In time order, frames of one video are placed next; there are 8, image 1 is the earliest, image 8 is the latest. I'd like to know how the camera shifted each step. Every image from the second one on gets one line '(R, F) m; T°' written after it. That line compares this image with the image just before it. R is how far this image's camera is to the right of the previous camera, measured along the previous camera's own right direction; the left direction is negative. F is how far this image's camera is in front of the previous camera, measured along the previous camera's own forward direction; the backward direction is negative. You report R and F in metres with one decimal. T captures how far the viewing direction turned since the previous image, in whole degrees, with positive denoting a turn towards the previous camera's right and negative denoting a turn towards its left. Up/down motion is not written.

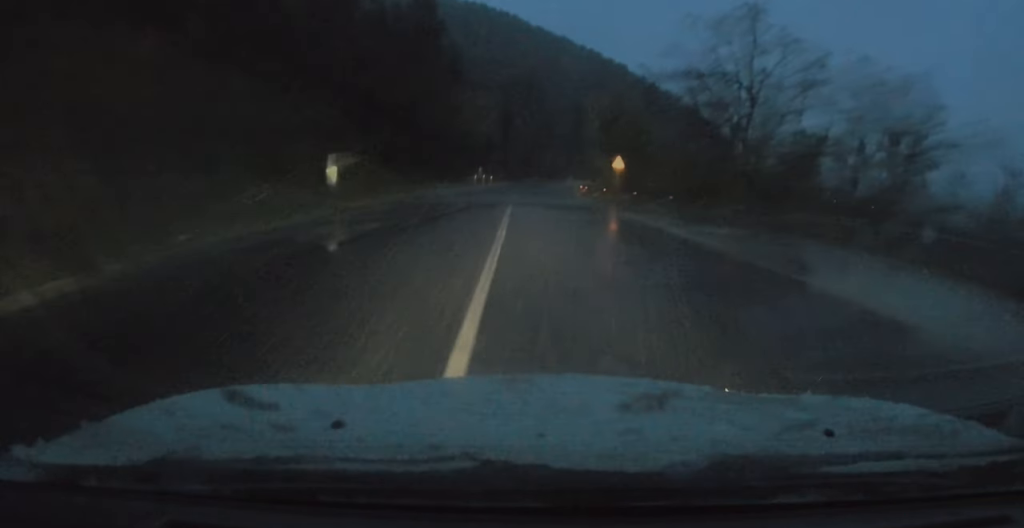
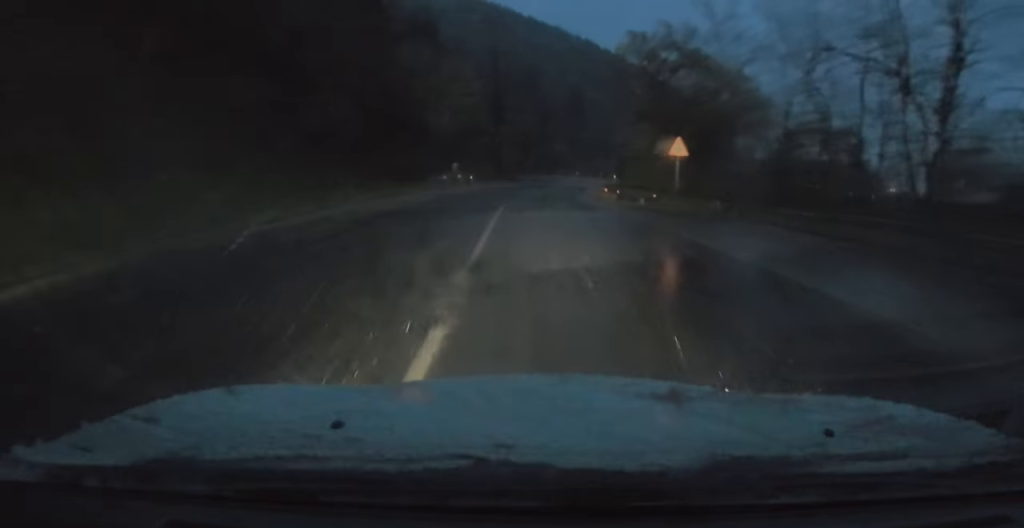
(+0.4, +19.9) m; +4°
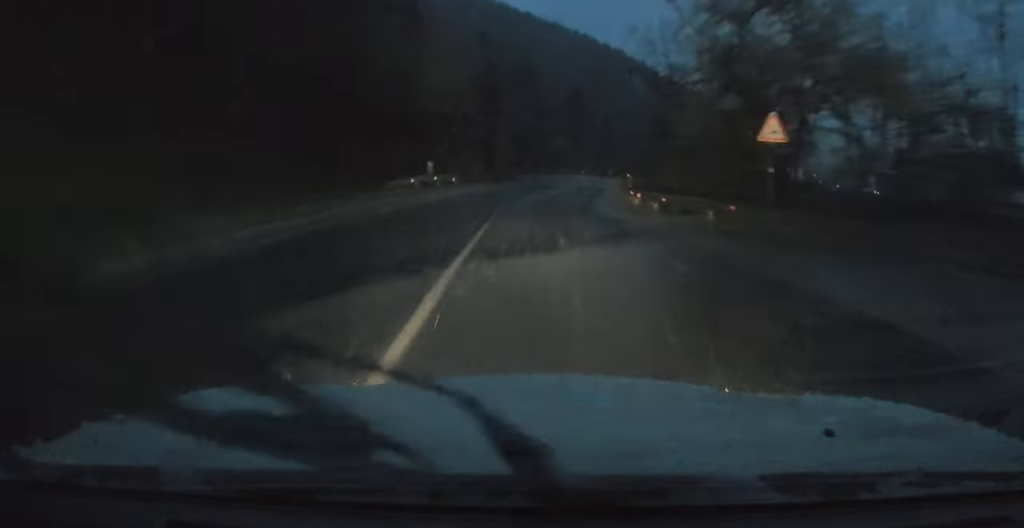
(+0.3, +10.7) m; +2°
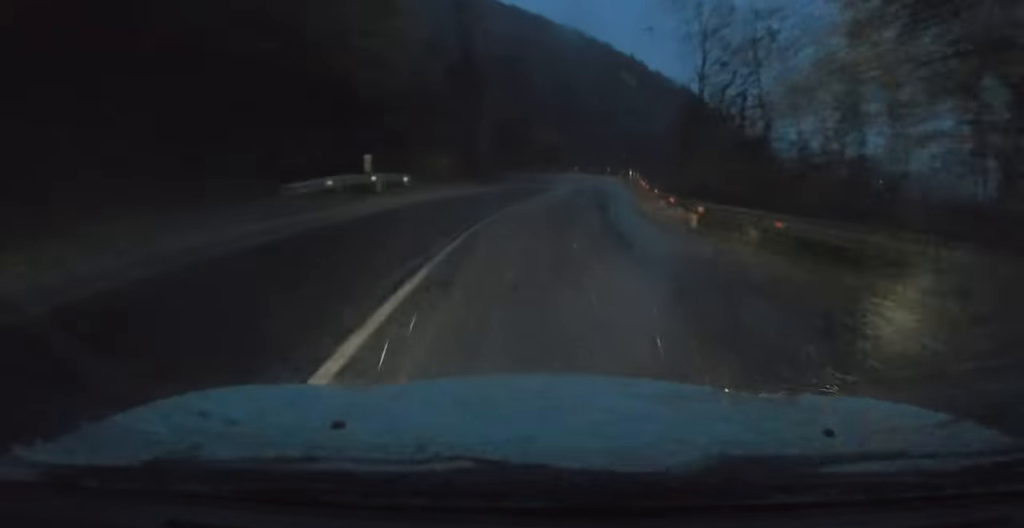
(+0.2, +10.5) m; +3°
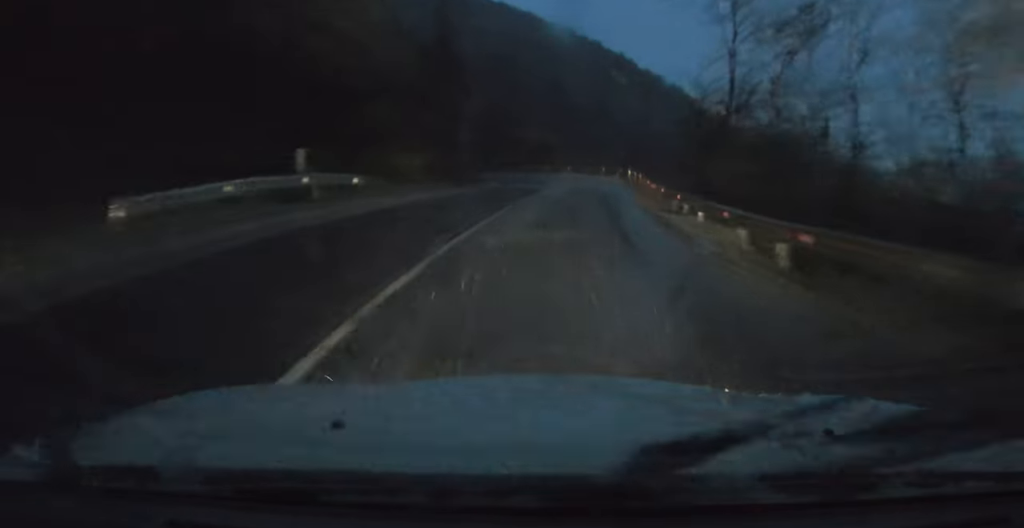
(0.0, +5.9) m; +2°
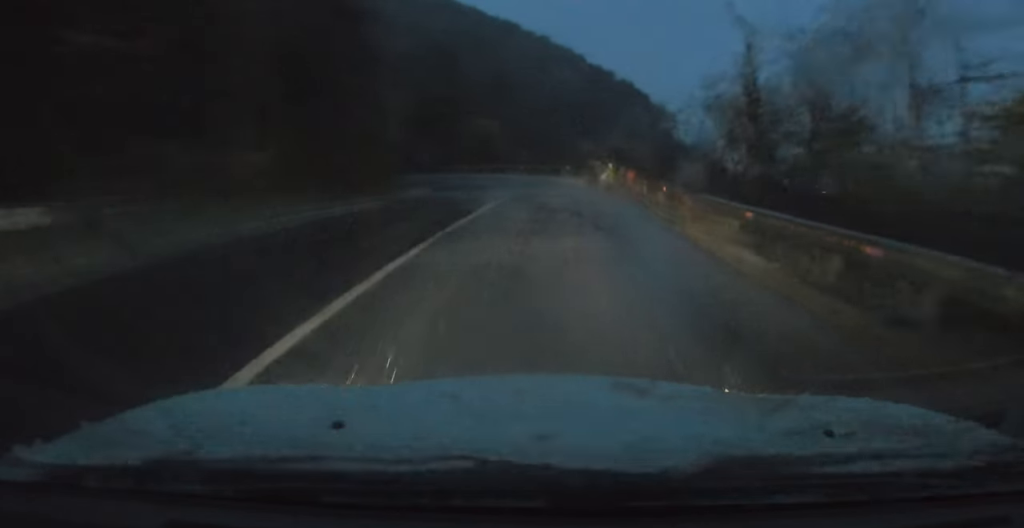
(+0.5, +12.2) m; +1°
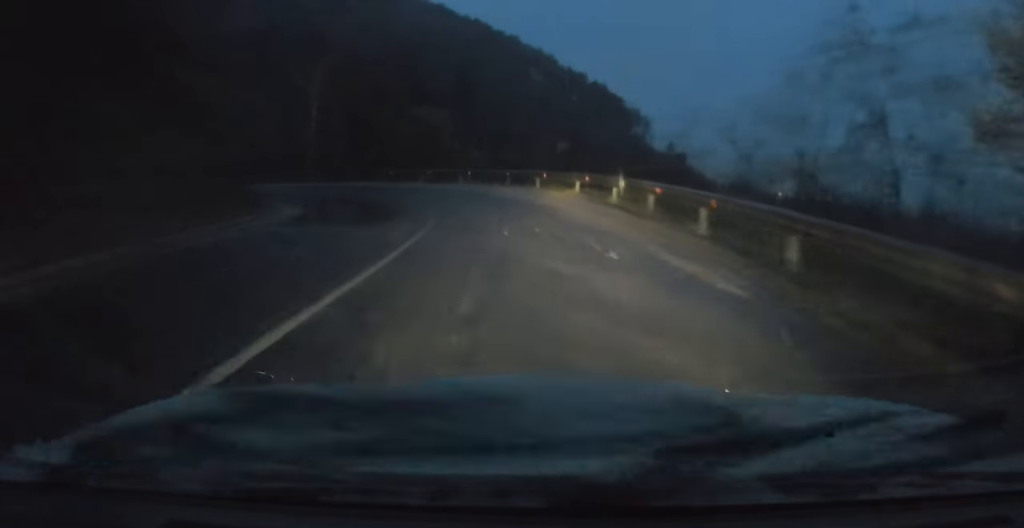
(-0.2, +12.5) m; -6°
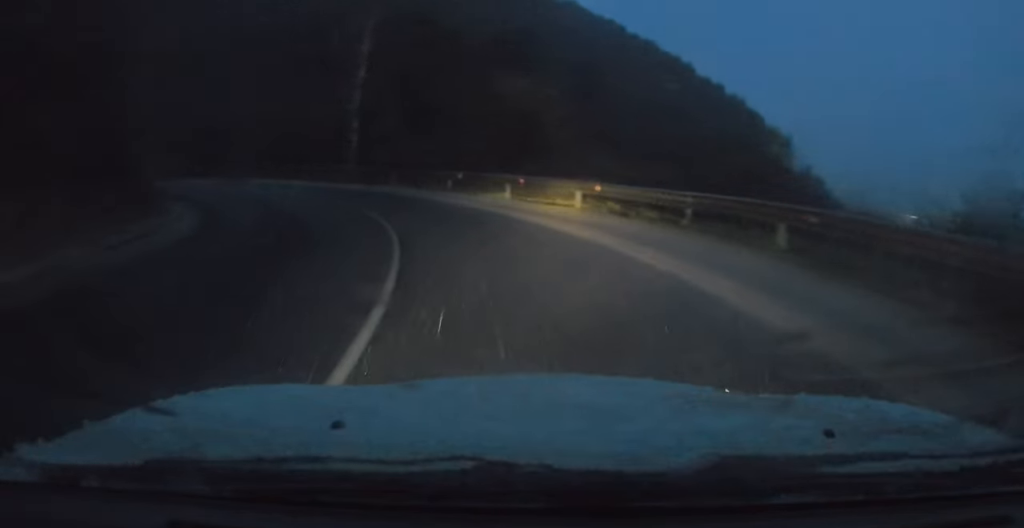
(-3.5, +15.3) m; -26°
